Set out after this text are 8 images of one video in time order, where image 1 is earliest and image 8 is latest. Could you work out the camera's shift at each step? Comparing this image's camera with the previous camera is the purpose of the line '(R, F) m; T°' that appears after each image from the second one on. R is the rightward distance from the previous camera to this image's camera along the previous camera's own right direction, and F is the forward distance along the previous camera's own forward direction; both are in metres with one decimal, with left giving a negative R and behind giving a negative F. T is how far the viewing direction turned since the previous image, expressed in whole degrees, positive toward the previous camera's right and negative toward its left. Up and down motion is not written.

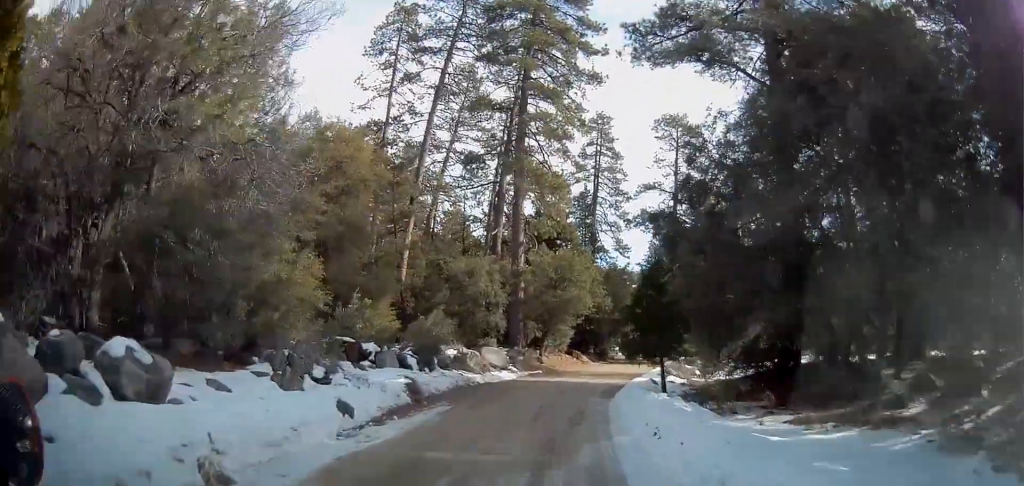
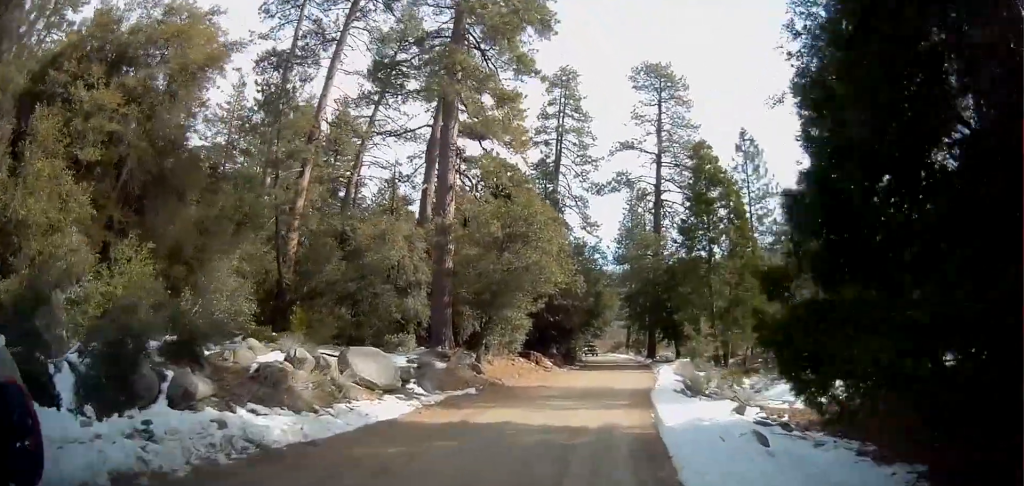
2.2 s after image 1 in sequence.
(+1.0, +17.0) m; +3°
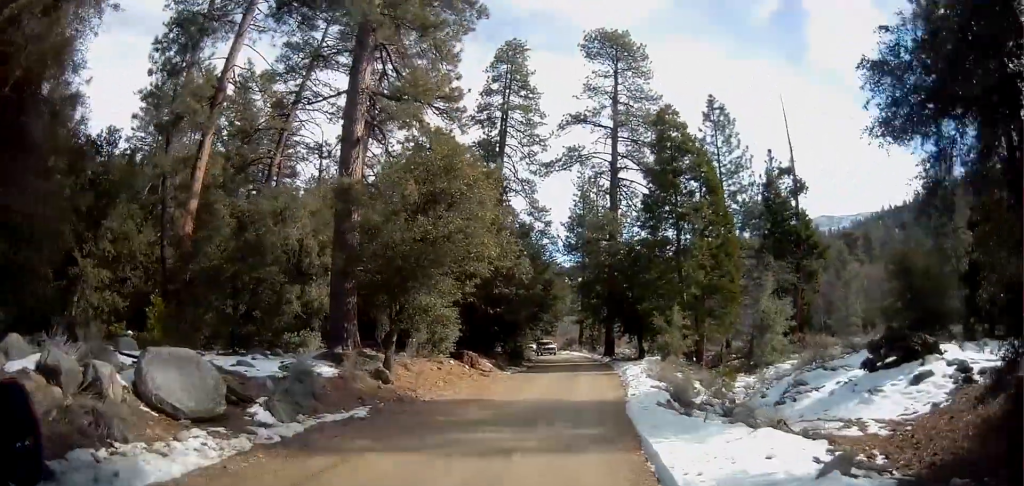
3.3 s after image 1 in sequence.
(+0.1, +7.5) m; +7°
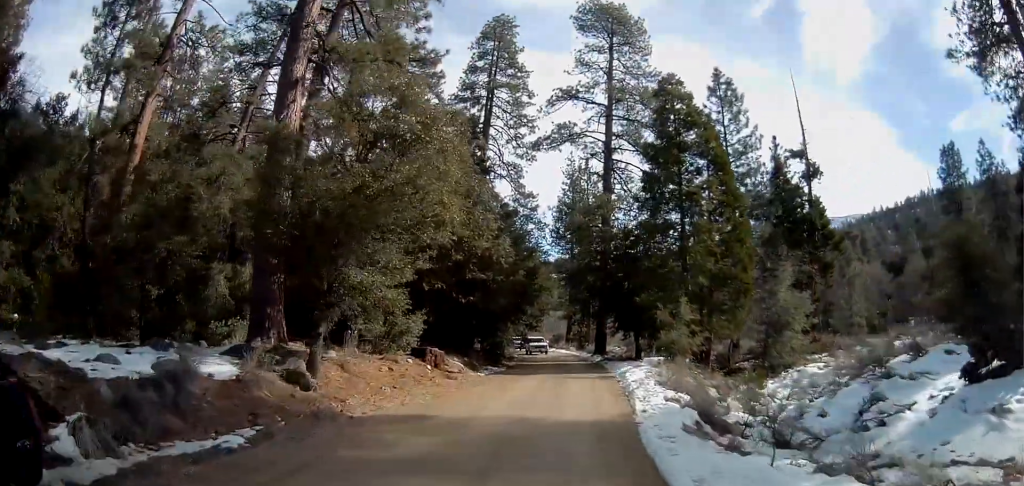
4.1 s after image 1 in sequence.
(+0.7, +5.6) m; +6°
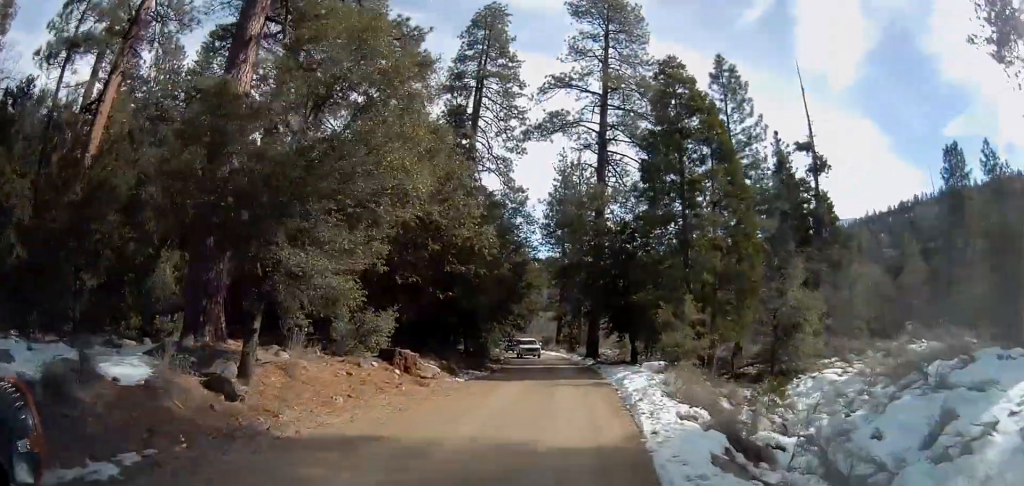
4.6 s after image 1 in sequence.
(0.0, +3.2) m; -1°
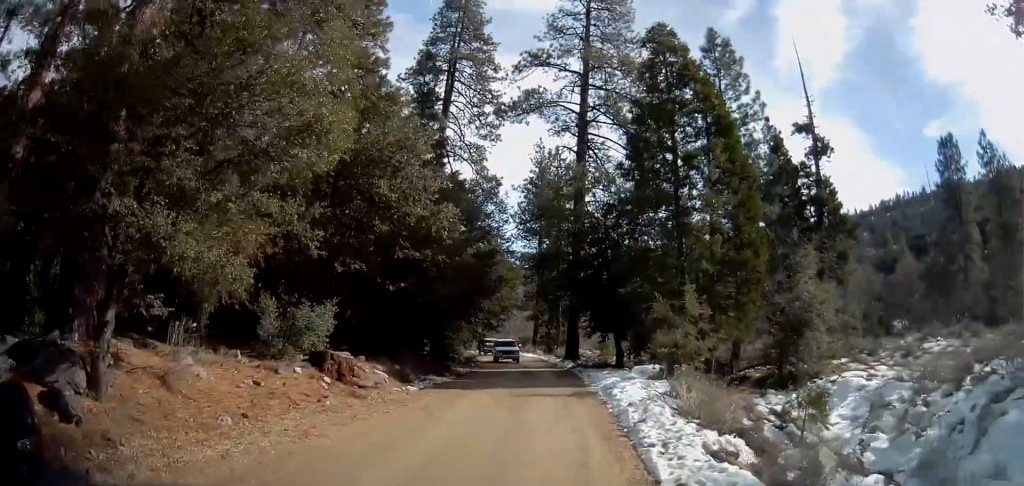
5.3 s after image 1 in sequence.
(-0.1, +4.5) m; 0°
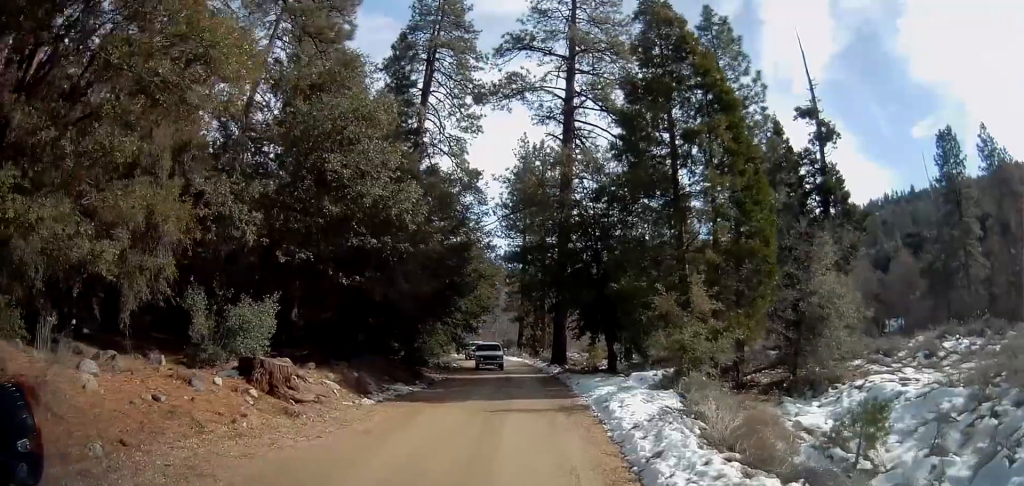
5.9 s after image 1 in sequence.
(-0.2, +3.5) m; +2°
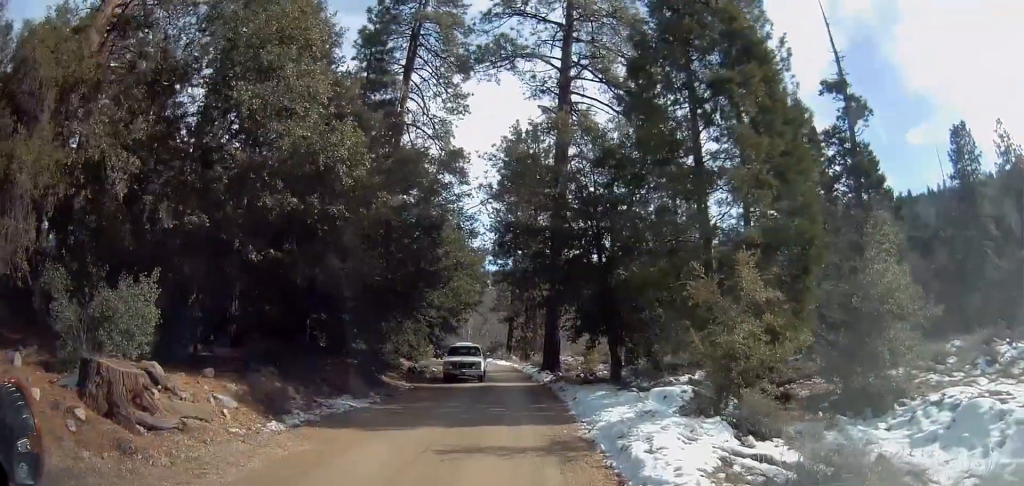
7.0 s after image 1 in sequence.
(+0.5, +5.3) m; +2°
